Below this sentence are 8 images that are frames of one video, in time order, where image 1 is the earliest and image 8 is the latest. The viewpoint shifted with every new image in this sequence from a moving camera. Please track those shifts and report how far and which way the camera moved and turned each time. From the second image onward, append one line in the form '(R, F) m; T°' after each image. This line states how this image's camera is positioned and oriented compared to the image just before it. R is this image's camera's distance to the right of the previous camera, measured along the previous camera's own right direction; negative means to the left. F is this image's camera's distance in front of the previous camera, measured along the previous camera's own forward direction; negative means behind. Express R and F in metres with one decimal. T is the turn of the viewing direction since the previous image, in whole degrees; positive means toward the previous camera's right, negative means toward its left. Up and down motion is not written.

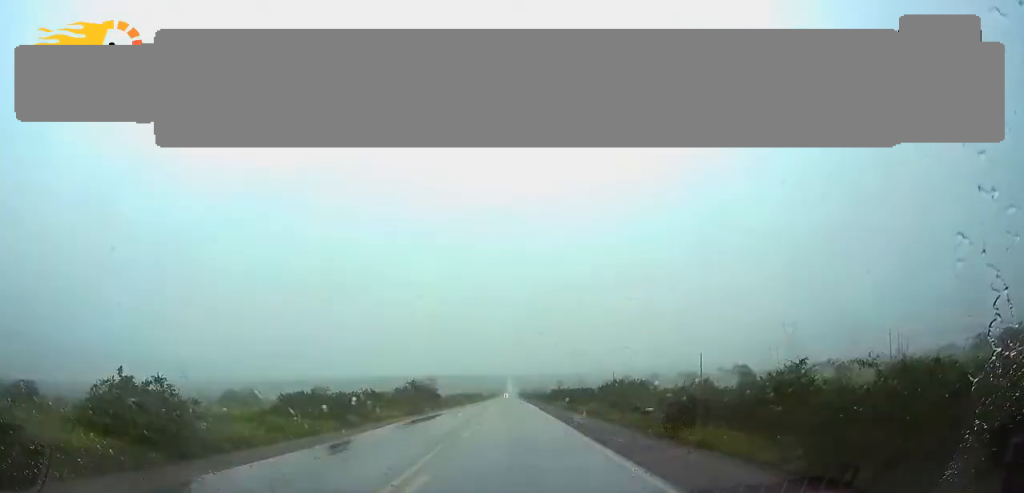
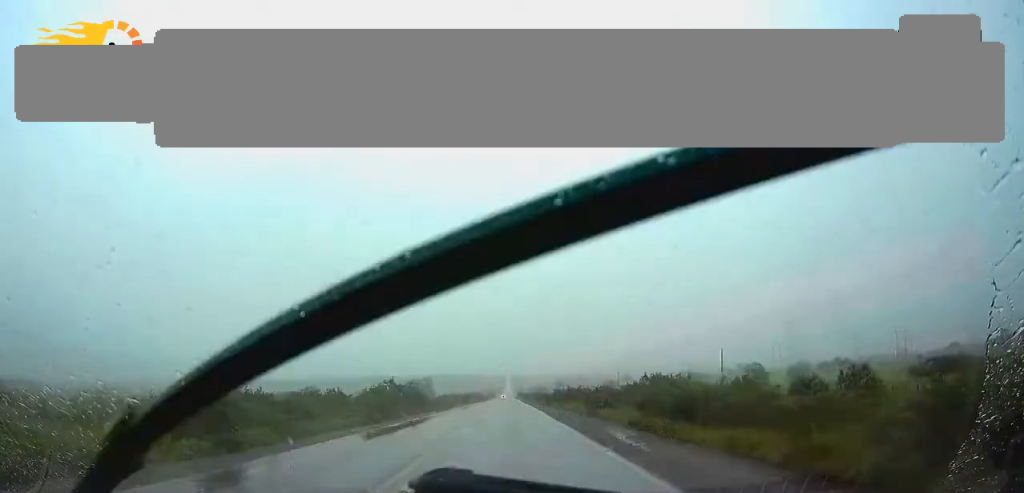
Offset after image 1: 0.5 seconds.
(+0.1, +12.8) m; 0°
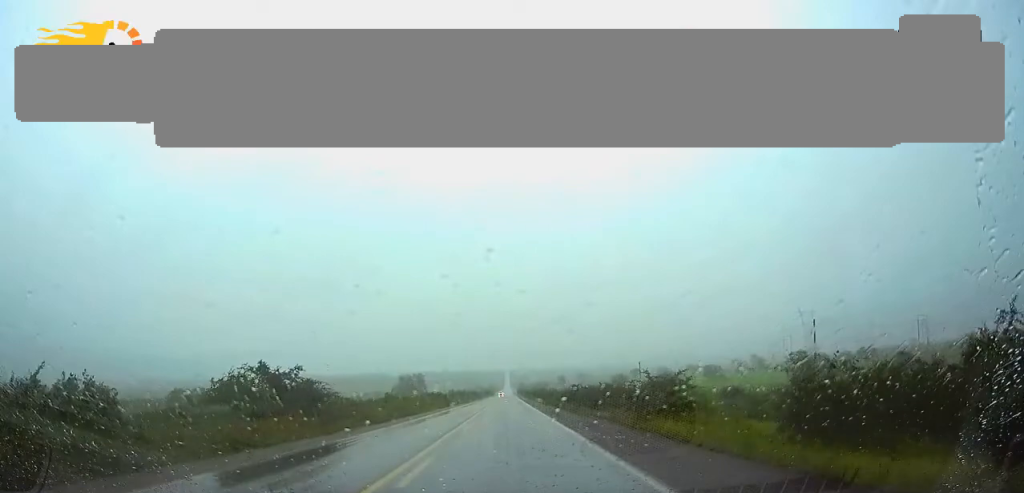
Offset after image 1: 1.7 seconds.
(0.0, +34.0) m; 0°
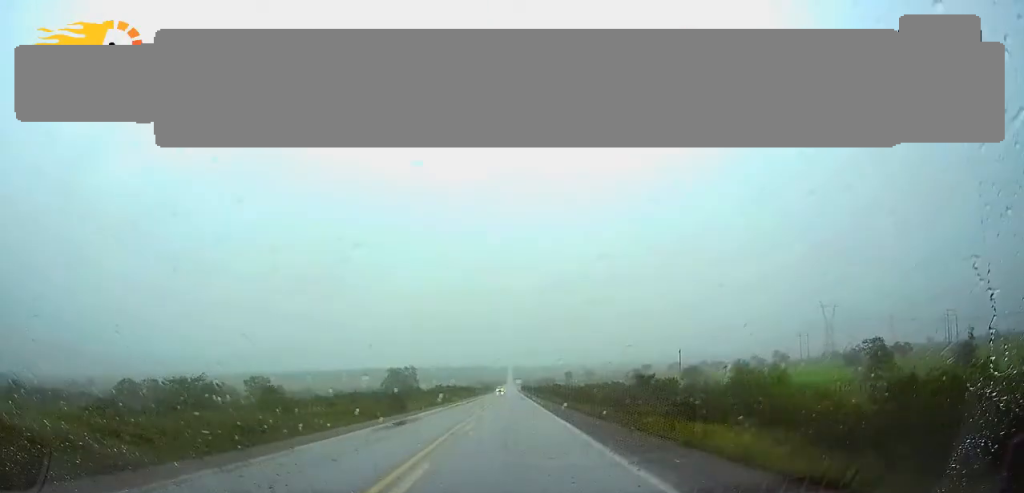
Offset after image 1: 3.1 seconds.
(0.0, +37.9) m; 0°
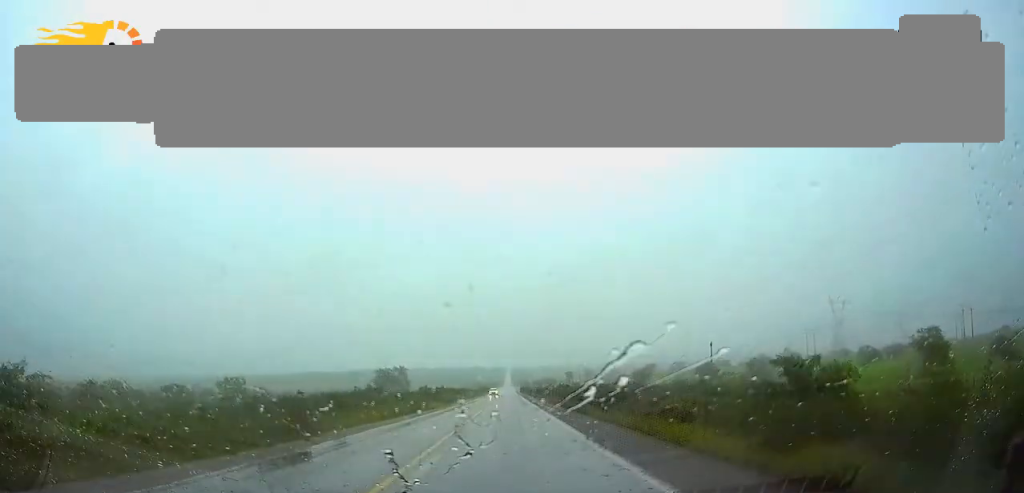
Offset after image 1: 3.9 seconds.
(0.0, +22.3) m; 0°
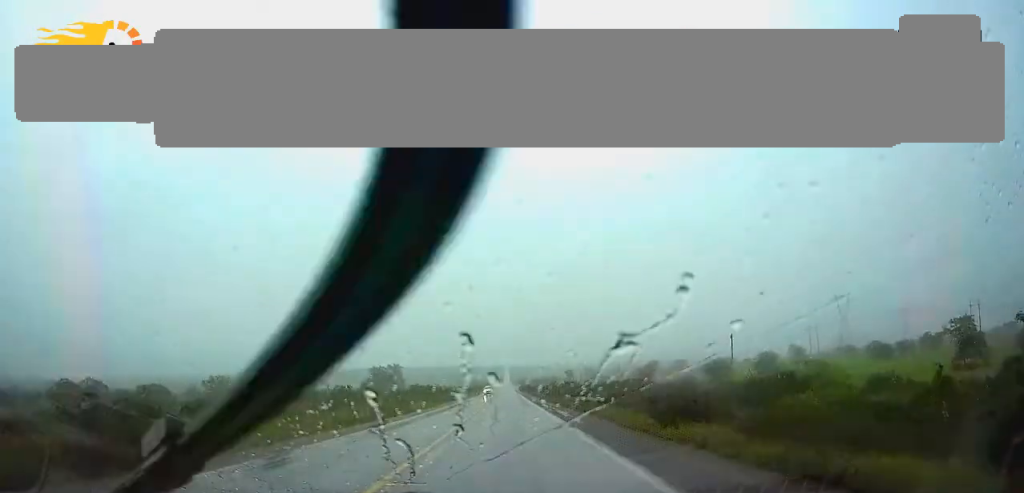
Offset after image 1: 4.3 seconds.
(0.0, +11.1) m; 0°
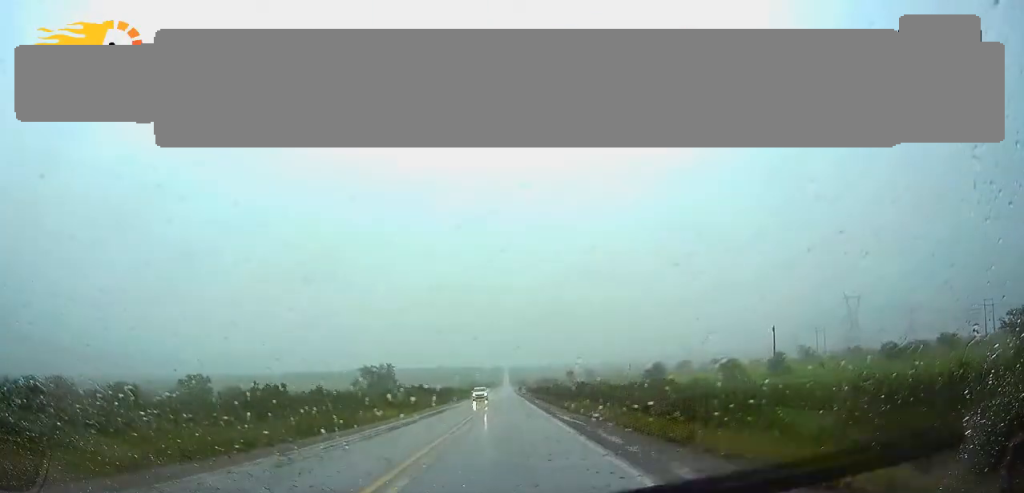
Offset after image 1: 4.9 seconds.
(0.0, +16.6) m; 0°
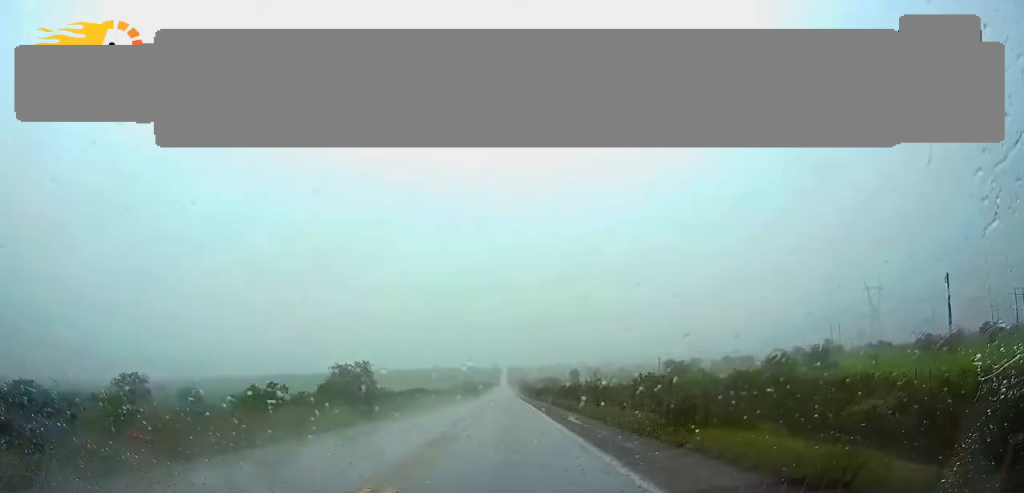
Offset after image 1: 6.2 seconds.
(+0.1, +37.9) m; 0°
